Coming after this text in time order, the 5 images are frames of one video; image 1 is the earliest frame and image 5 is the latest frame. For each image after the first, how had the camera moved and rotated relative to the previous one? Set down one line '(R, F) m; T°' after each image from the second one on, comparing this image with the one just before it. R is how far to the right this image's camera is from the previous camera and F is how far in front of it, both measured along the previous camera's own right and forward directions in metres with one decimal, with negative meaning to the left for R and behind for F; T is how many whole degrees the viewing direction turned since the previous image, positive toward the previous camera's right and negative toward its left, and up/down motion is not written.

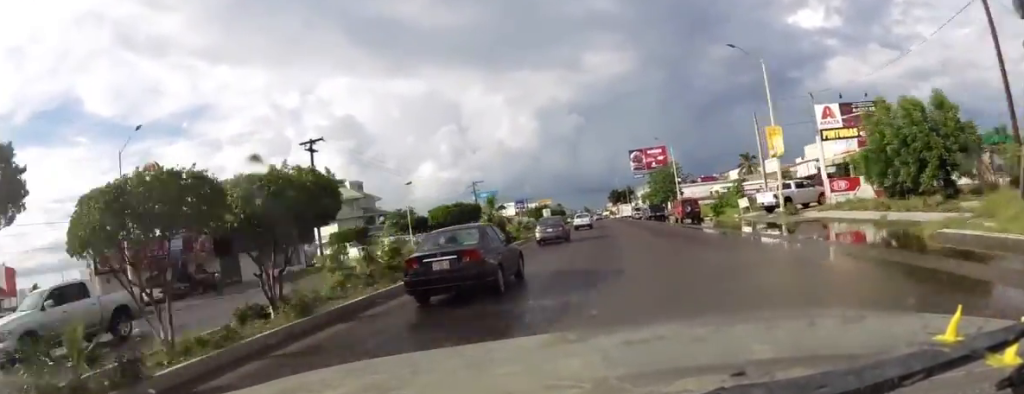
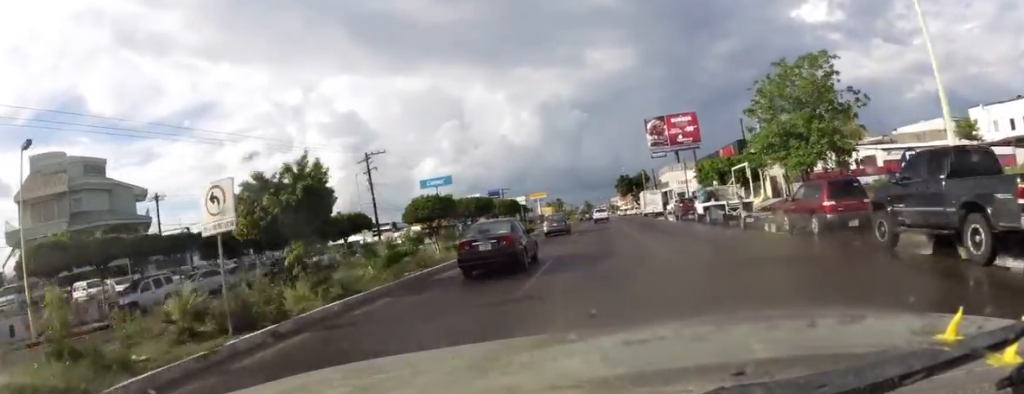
(+2.0, +55.3) m; +1°
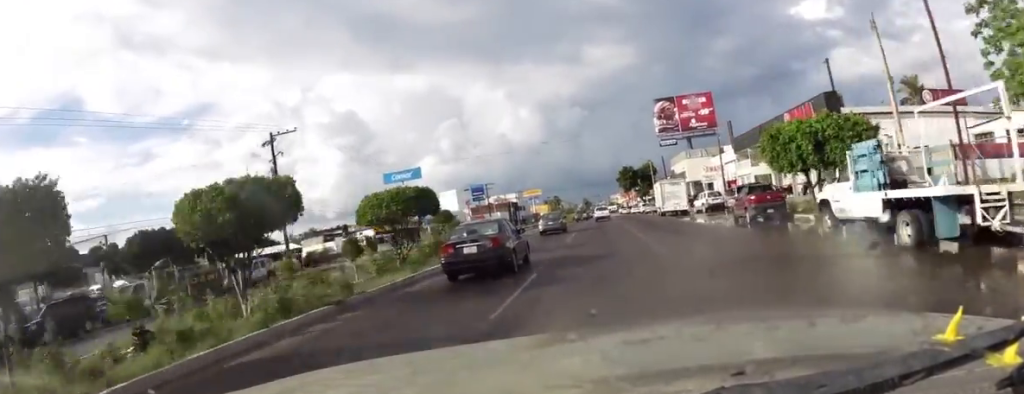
(+0.1, +17.3) m; -1°
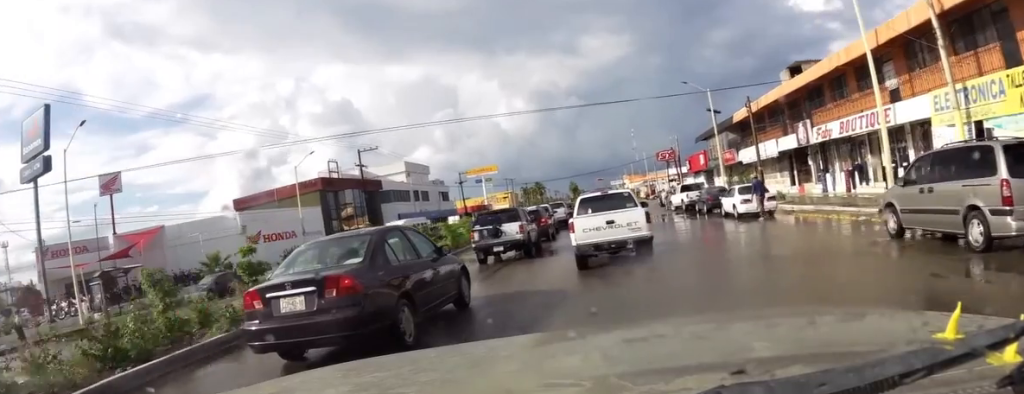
(-2.7, +95.4) m; -1°
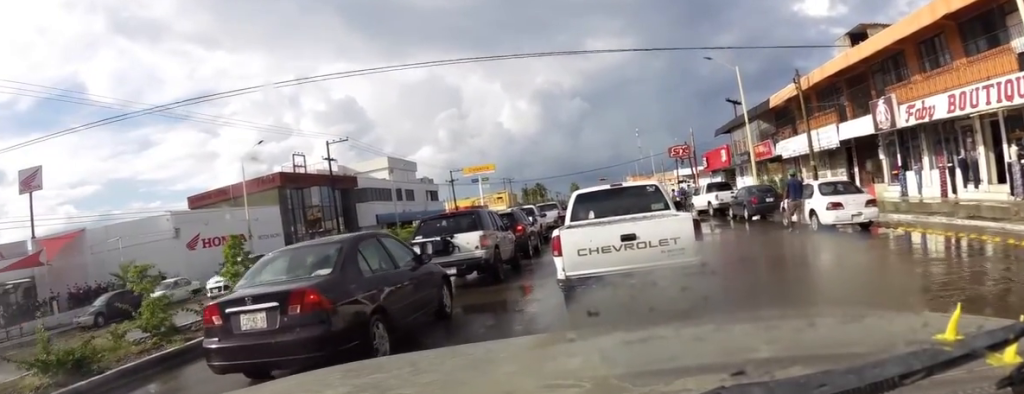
(+0.3, +19.4) m; +2°
